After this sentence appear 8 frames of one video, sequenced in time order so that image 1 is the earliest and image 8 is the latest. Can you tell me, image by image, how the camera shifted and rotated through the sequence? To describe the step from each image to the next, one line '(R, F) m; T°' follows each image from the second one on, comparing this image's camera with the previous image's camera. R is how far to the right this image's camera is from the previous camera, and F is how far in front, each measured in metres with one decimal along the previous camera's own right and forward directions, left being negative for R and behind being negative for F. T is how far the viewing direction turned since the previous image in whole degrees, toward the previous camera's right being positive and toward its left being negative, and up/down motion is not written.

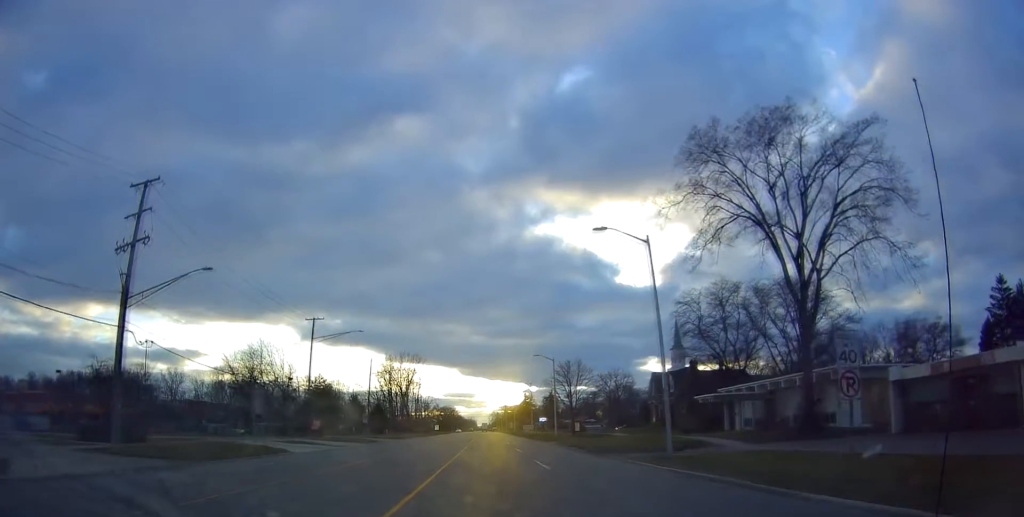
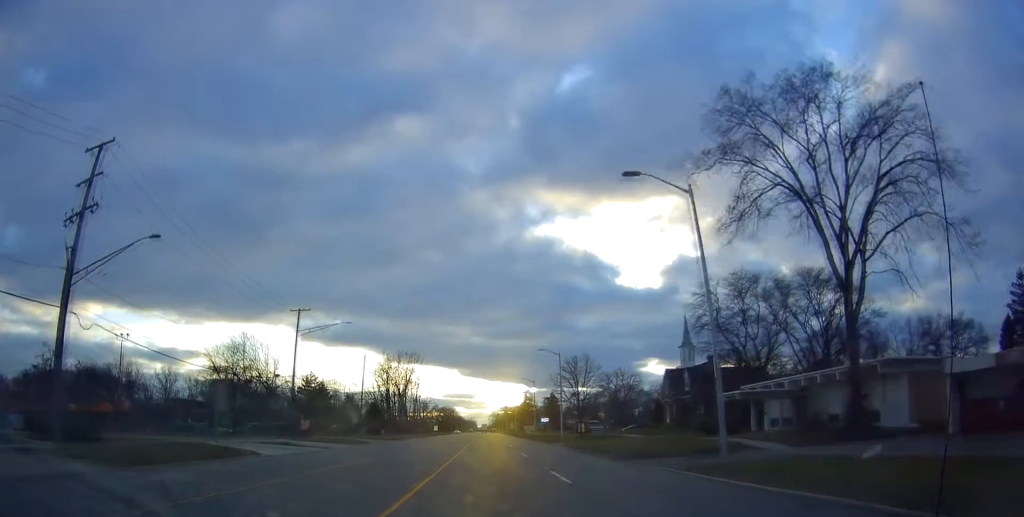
(+0.1, +5.3) m; +1°
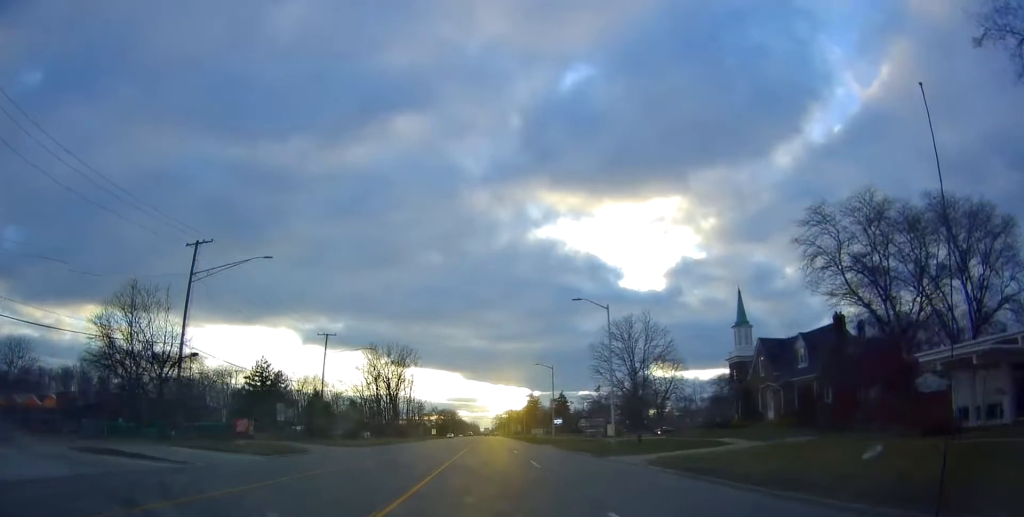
(0.0, +23.9) m; +2°
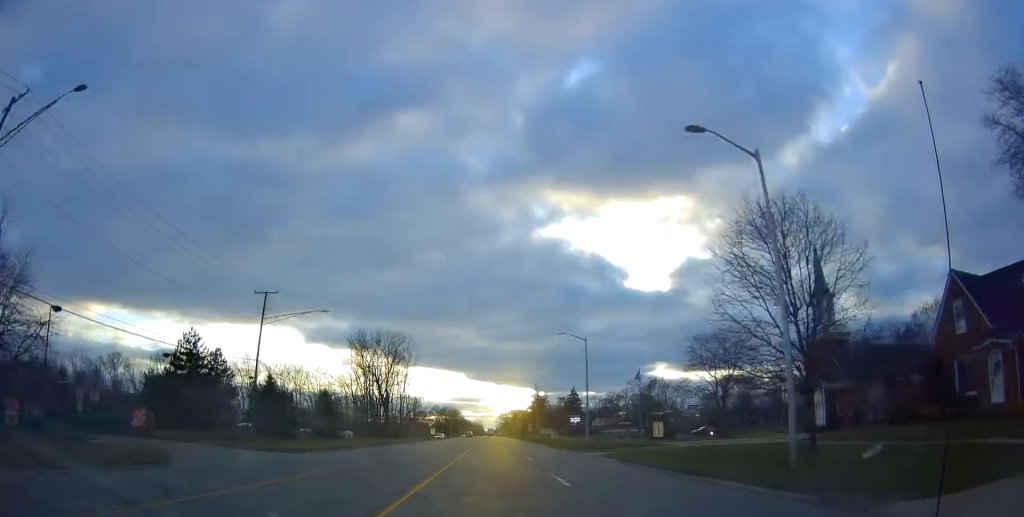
(+0.2, +21.9) m; -2°
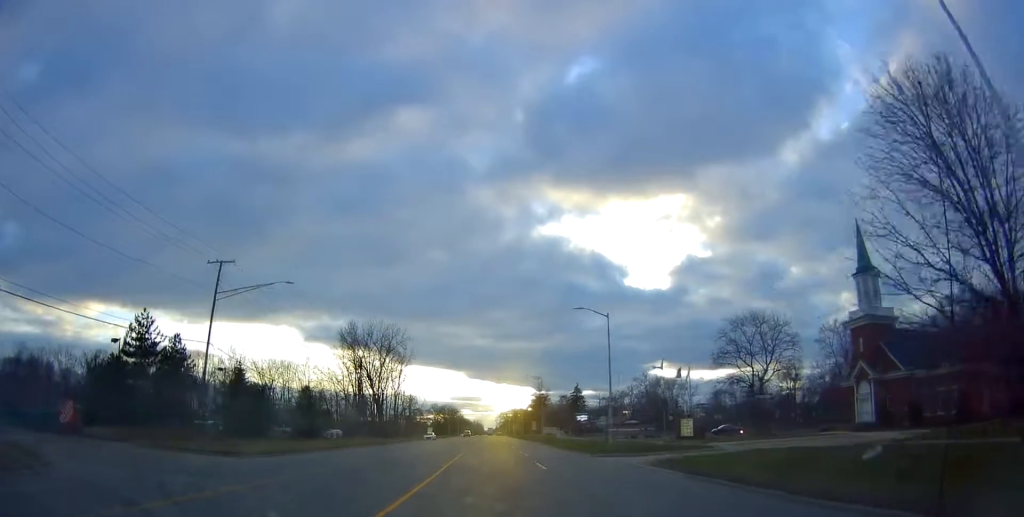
(-0.6, +9.5) m; -1°
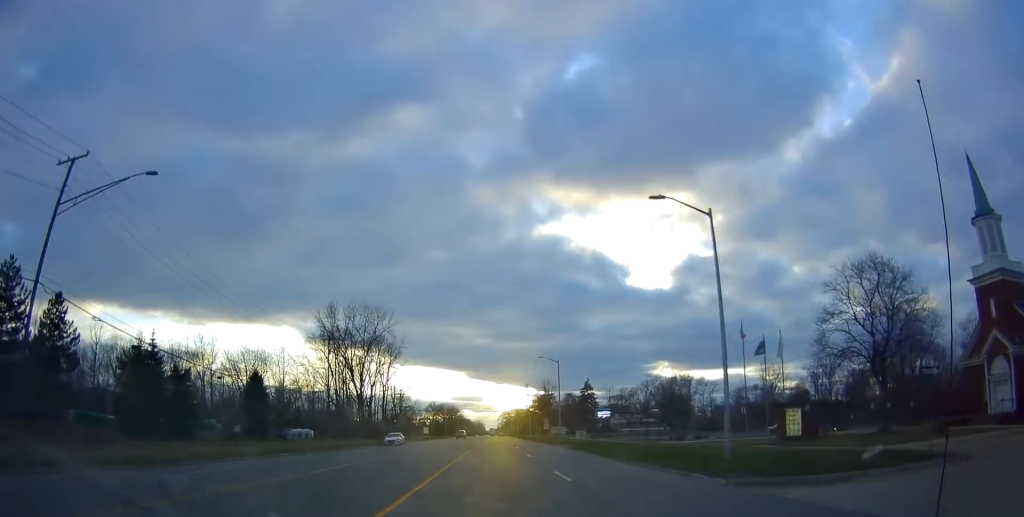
(+0.2, +19.7) m; +1°
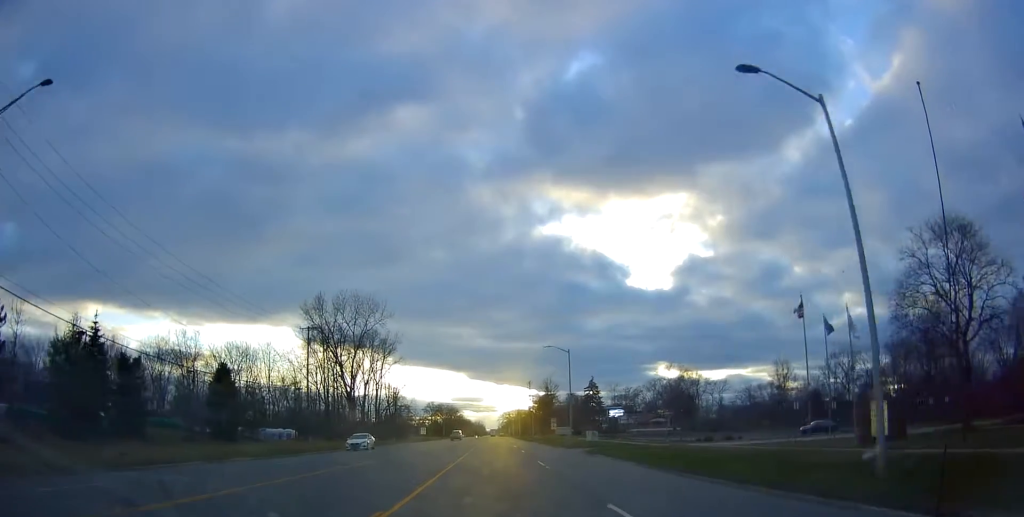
(0.0, +8.9) m; +1°
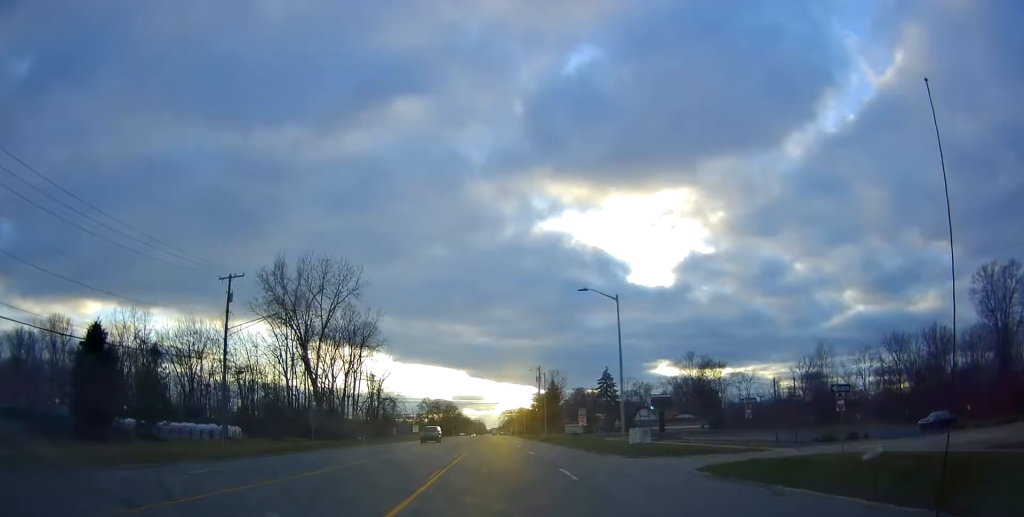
(+0.4, +21.9) m; +1°
